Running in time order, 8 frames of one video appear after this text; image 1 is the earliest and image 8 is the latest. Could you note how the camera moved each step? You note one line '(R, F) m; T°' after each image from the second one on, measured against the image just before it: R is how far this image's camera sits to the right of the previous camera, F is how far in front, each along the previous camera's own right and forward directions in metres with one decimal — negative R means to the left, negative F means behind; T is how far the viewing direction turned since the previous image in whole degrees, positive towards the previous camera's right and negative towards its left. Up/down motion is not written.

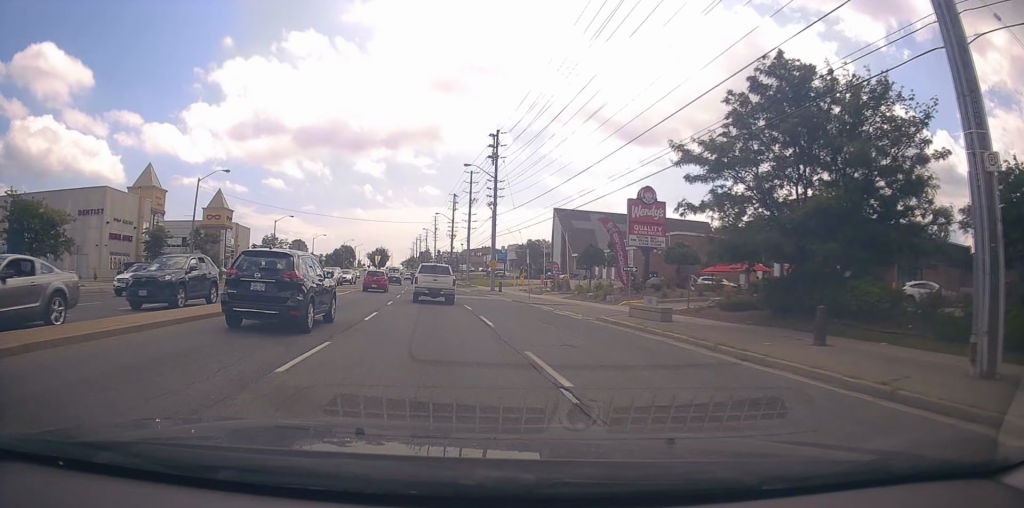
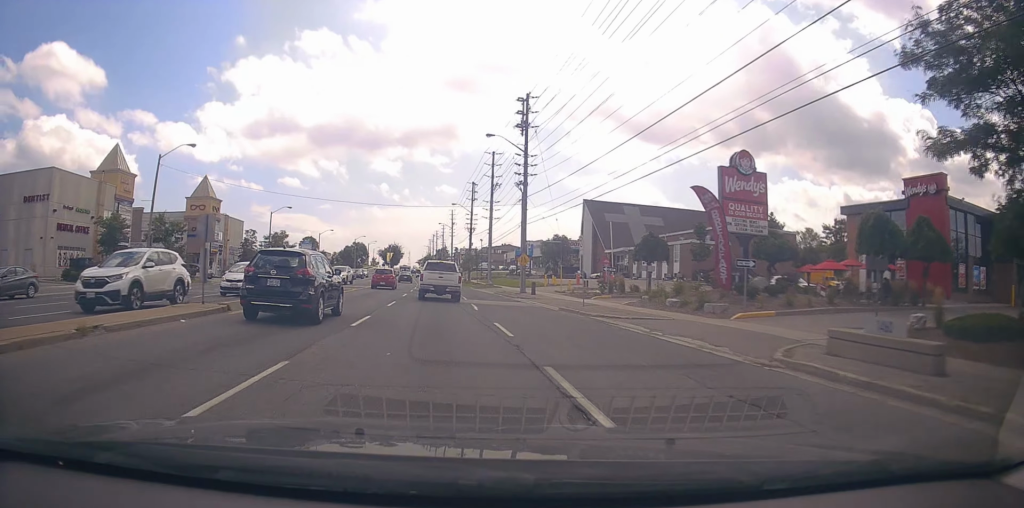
(0.0, +11.3) m; -1°
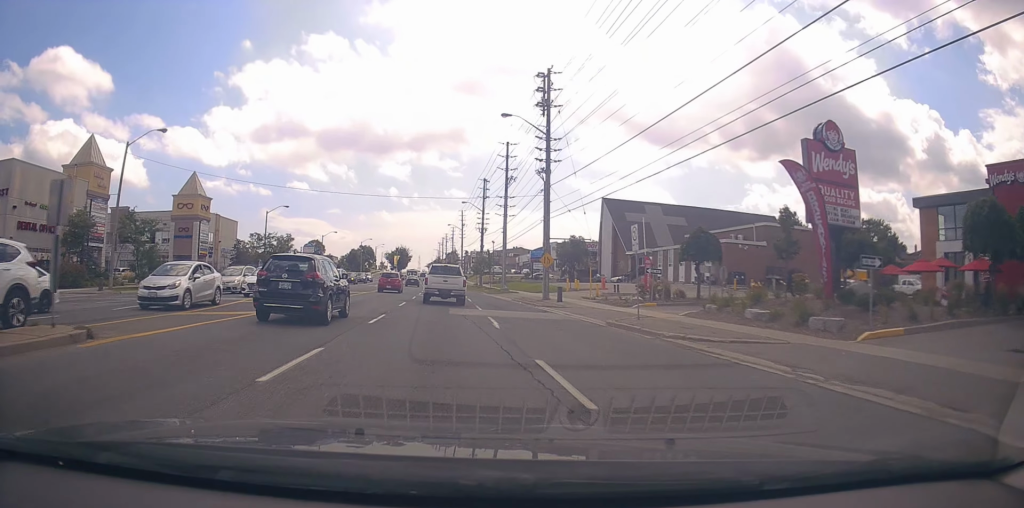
(-0.2, +6.6) m; -1°
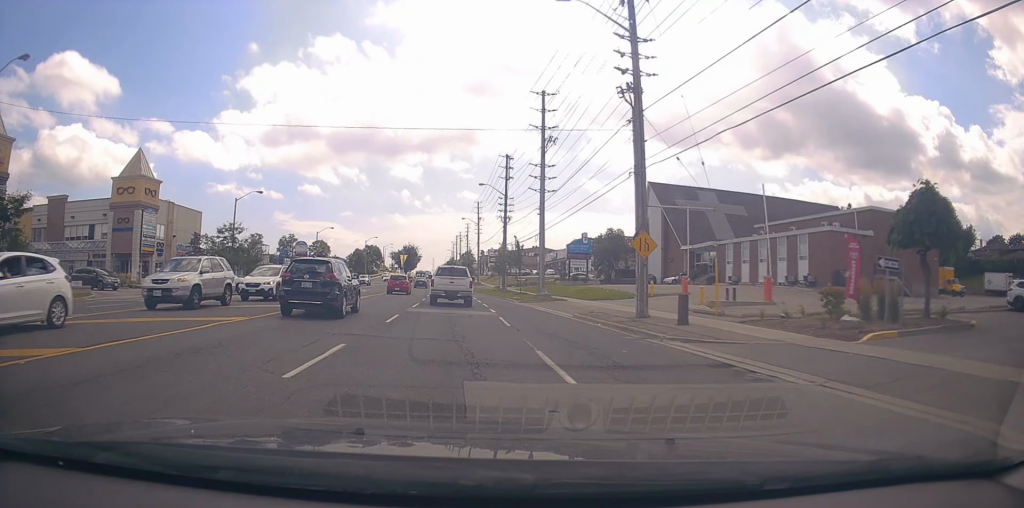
(0.0, +17.6) m; 0°
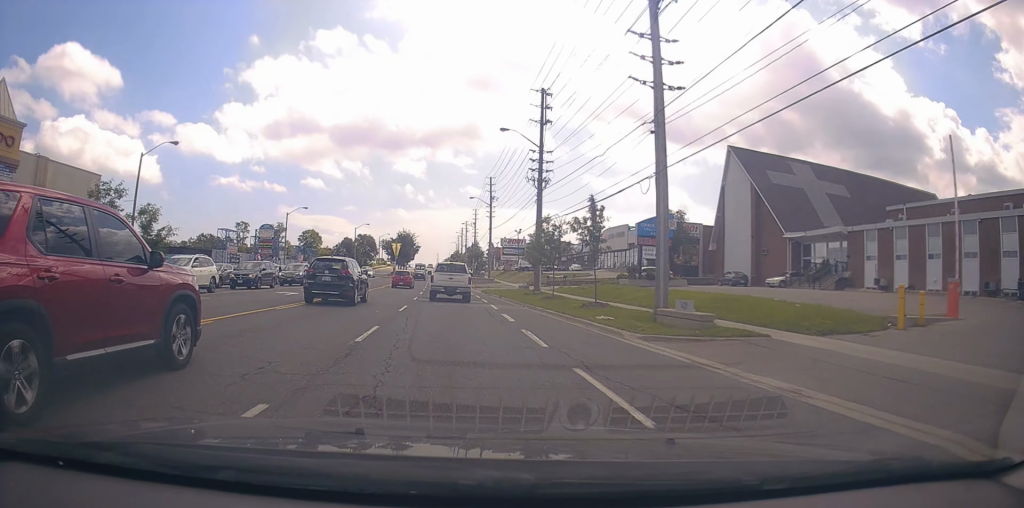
(-1.0, +24.1) m; -4°
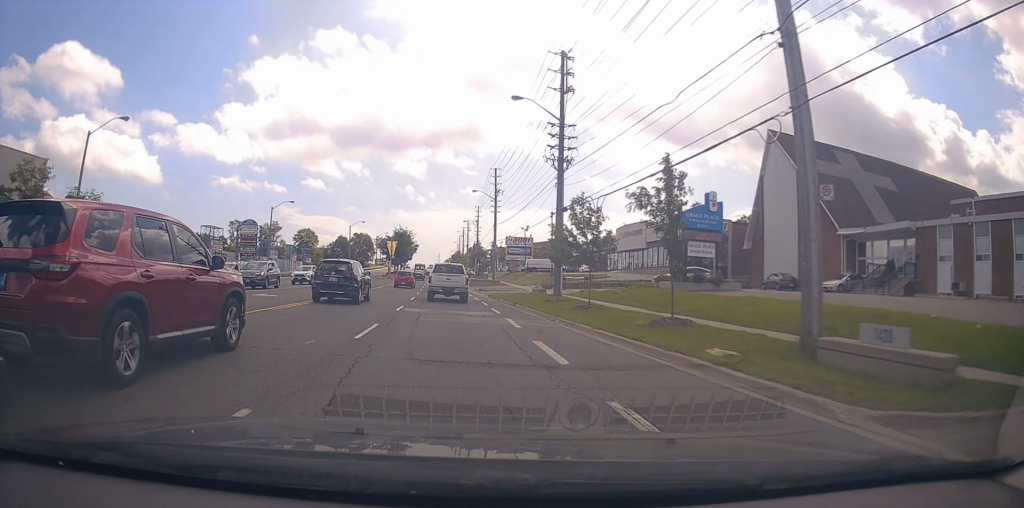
(0.0, +8.4) m; 0°
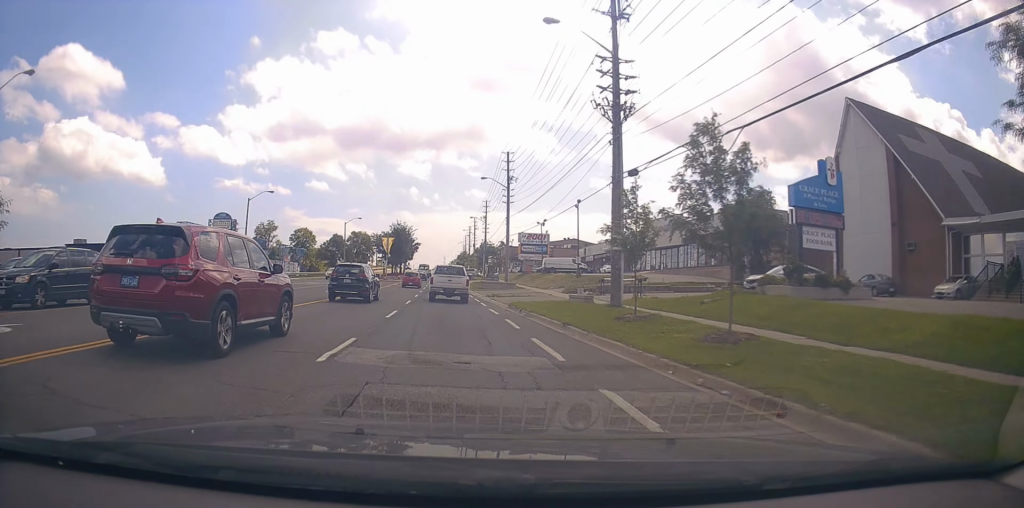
(0.0, +11.9) m; -1°
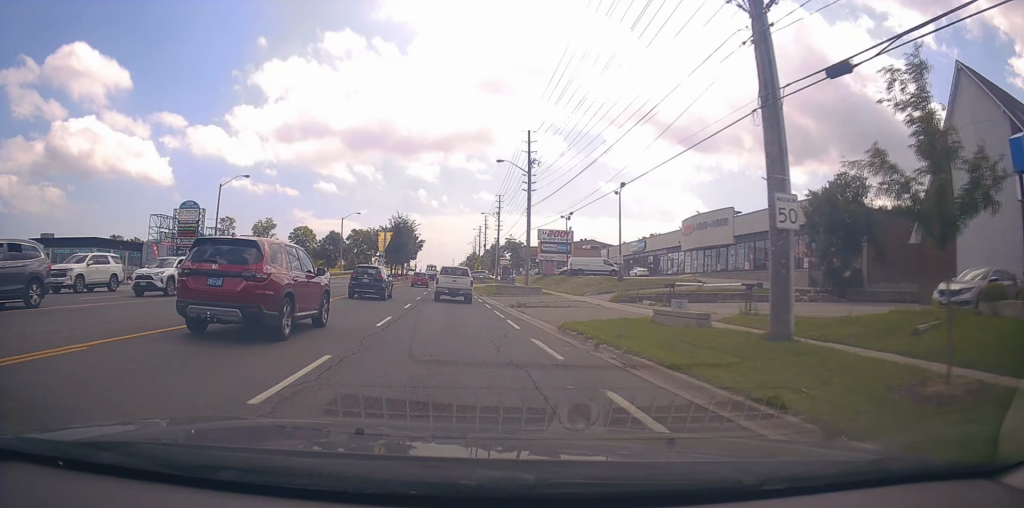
(-0.2, +11.8) m; -1°
